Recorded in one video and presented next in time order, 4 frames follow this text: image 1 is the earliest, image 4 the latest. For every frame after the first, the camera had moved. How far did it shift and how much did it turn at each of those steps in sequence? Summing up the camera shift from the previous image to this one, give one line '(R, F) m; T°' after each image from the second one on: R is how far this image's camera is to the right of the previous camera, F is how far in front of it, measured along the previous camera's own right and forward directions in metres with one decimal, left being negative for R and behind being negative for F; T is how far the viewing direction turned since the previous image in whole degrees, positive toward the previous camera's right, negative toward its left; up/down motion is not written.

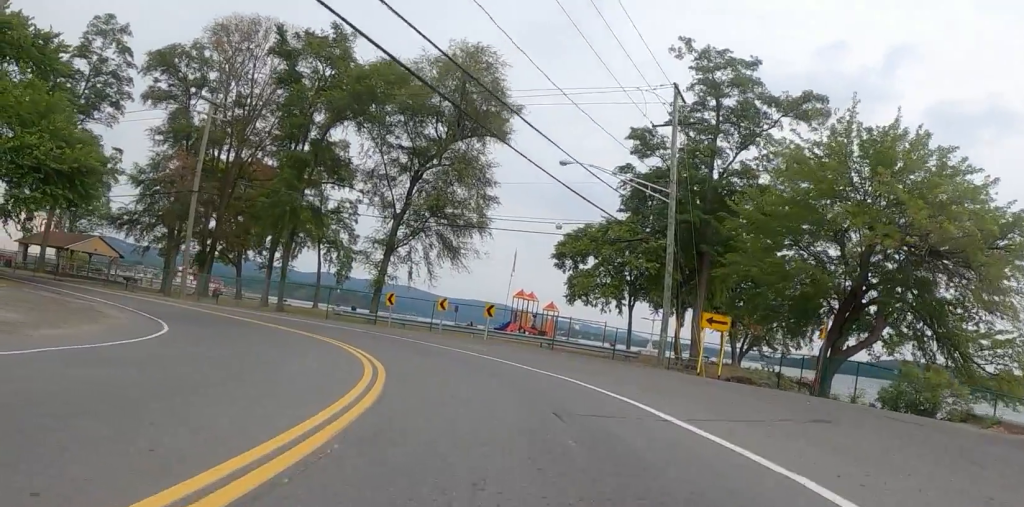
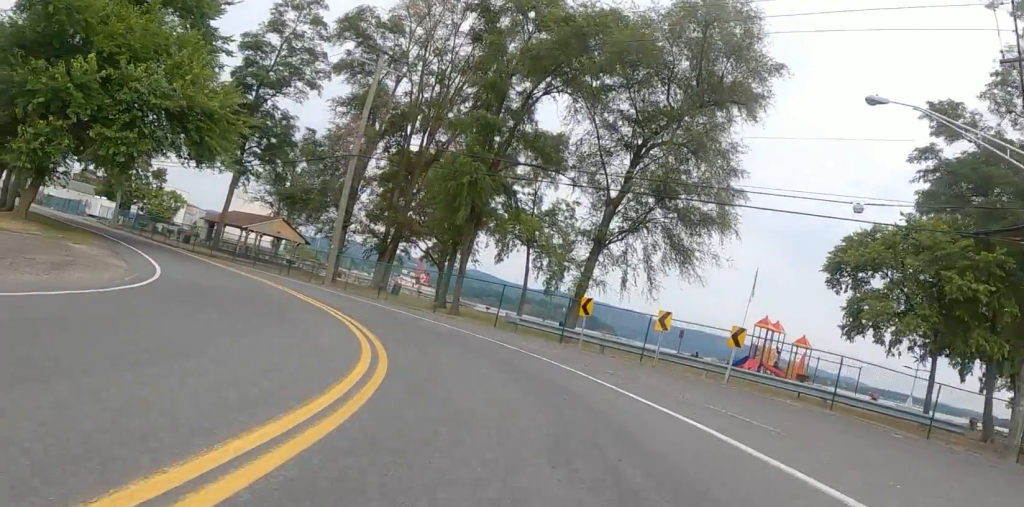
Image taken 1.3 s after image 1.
(-0.9, +10.5) m; -11°
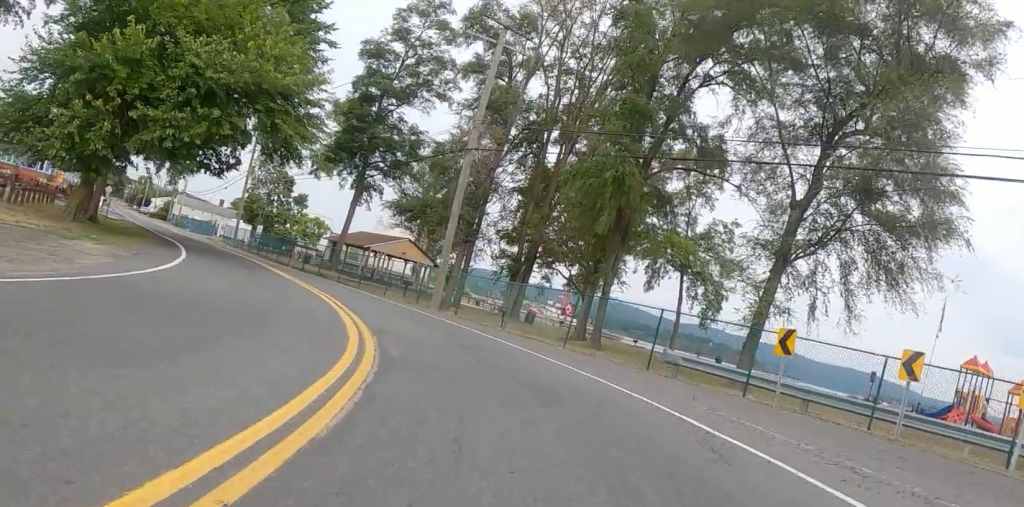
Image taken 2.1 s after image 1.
(-0.5, +6.5) m; -11°
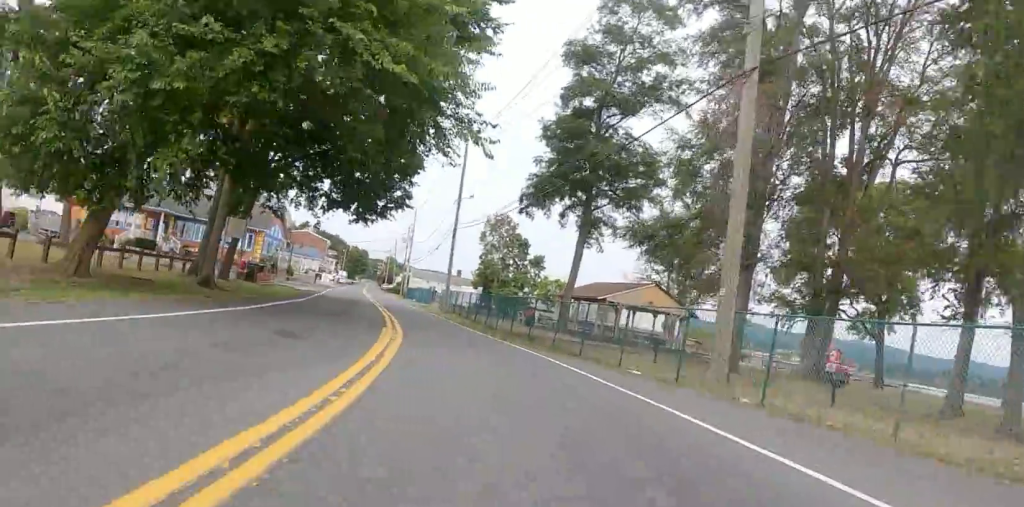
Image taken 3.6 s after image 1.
(-2.6, +11.2) m; -28°
